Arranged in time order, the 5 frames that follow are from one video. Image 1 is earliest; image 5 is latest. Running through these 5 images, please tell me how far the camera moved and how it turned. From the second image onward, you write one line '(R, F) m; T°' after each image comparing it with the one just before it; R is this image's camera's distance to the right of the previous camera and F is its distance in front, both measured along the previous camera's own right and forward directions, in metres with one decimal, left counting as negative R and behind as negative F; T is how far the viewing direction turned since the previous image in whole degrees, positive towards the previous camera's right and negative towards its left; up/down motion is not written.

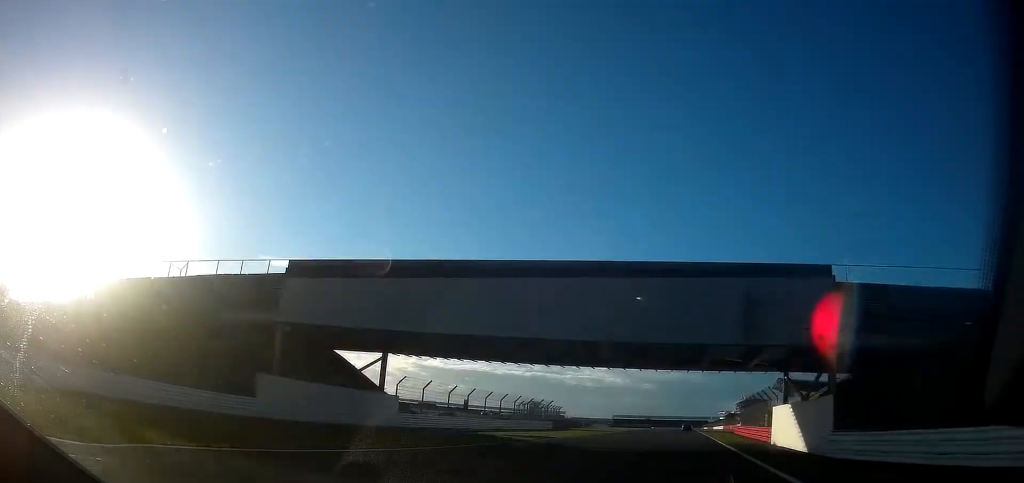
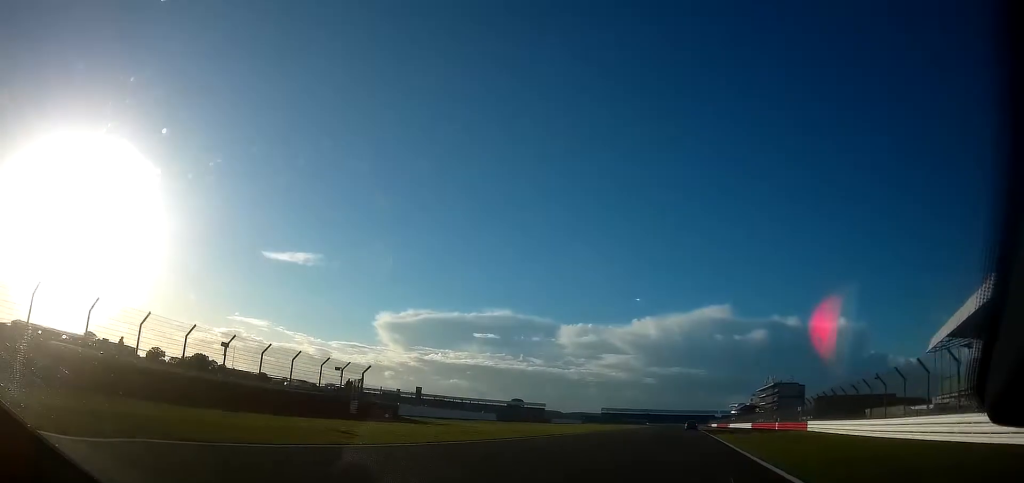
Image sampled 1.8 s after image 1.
(+0.1, +83.8) m; 0°
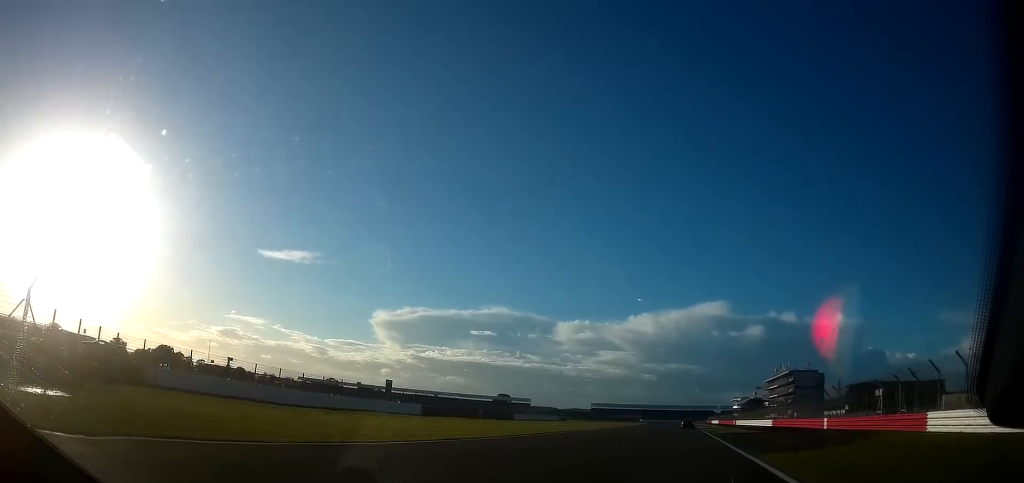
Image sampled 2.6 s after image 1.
(-0.1, +33.9) m; 0°
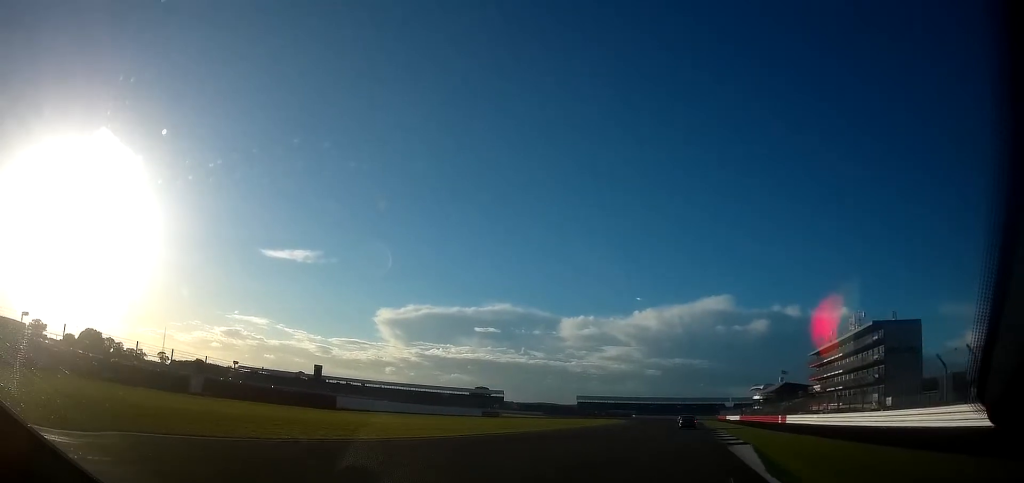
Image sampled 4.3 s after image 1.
(+0.2, +68.6) m; -1°
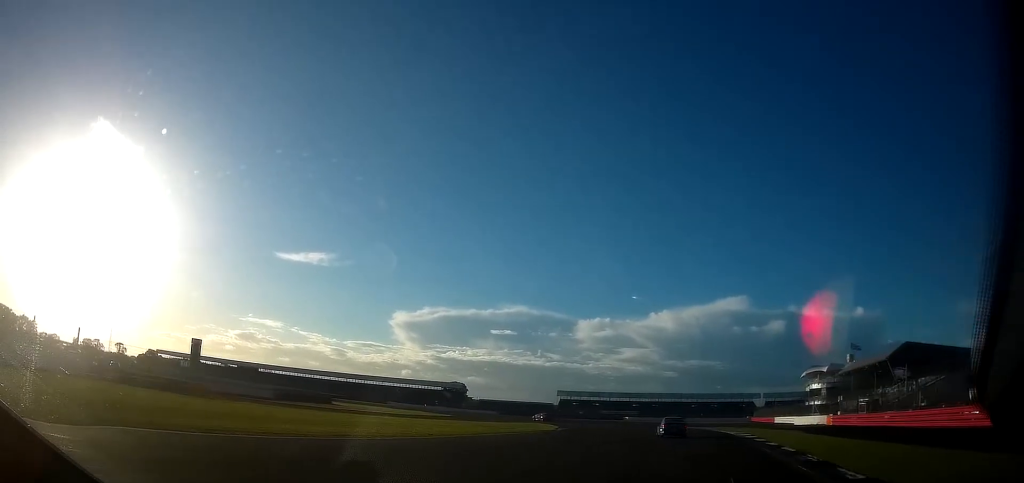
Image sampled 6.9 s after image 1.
(-3.2, +80.0) m; -4°
